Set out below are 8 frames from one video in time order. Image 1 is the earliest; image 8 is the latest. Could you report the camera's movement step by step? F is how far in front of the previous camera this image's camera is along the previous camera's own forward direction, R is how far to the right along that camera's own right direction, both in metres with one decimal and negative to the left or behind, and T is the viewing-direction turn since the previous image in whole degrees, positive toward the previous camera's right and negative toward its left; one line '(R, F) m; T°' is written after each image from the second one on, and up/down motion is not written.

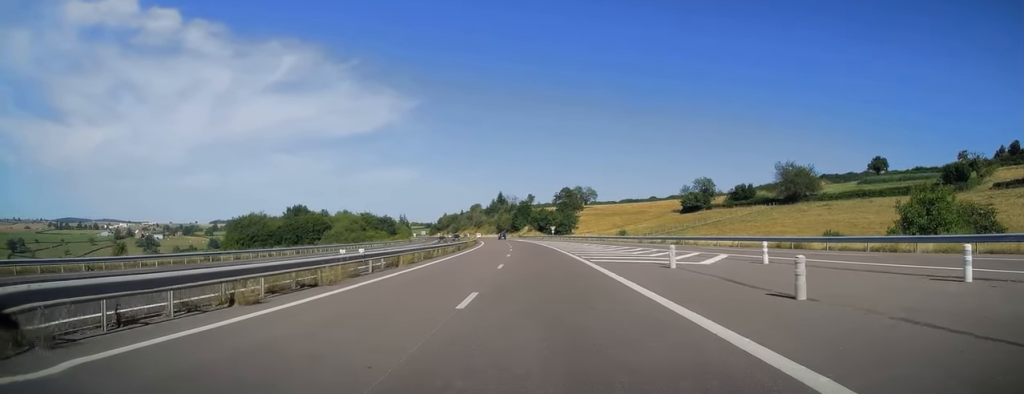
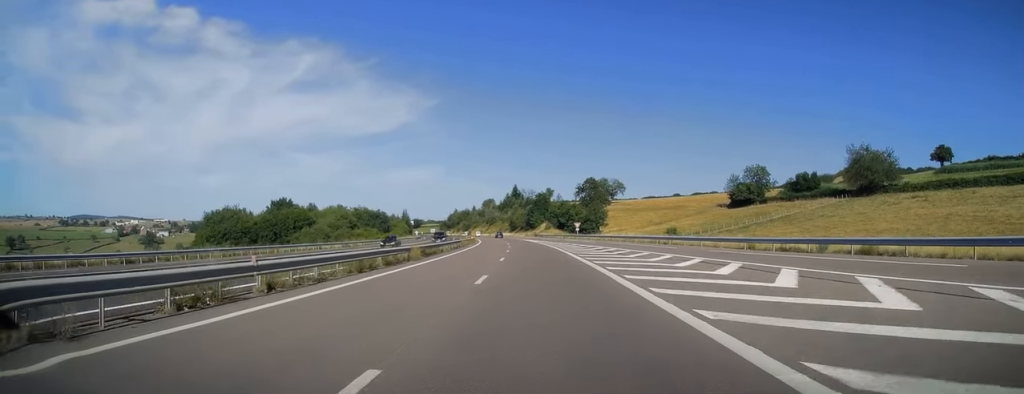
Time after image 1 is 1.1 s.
(-0.2, +34.2) m; -2°
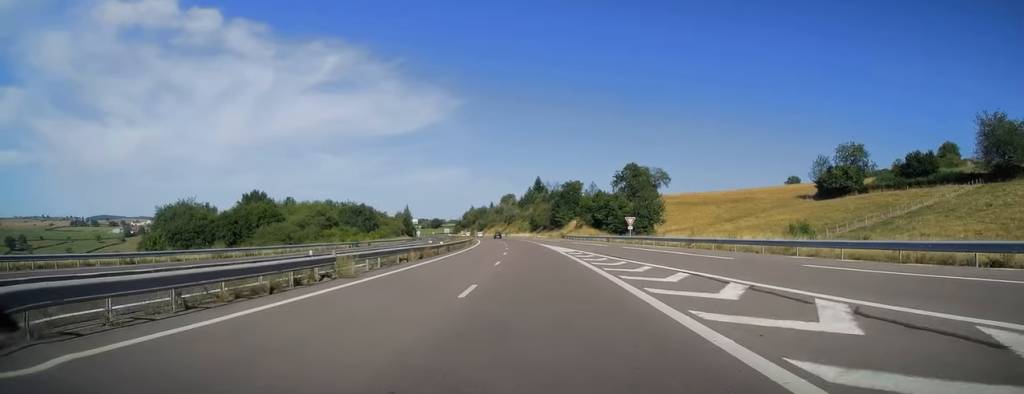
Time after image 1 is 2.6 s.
(-1.5, +41.9) m; -3°
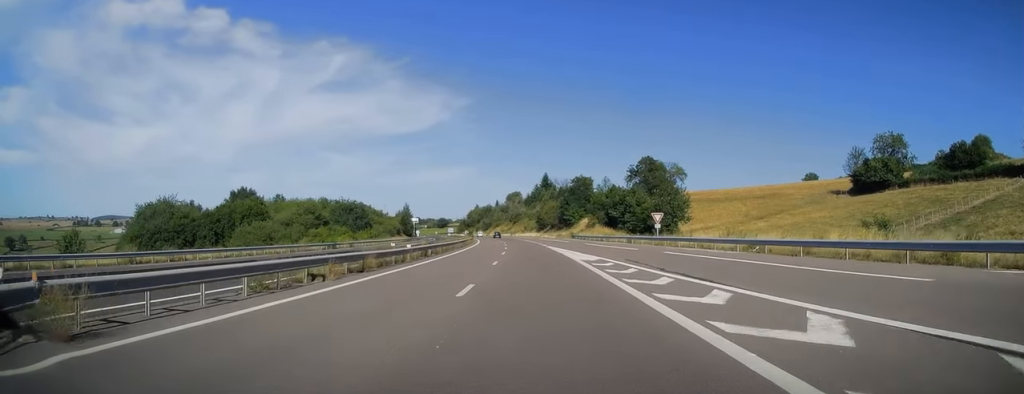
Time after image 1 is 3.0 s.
(-0.1, +12.8) m; 0°
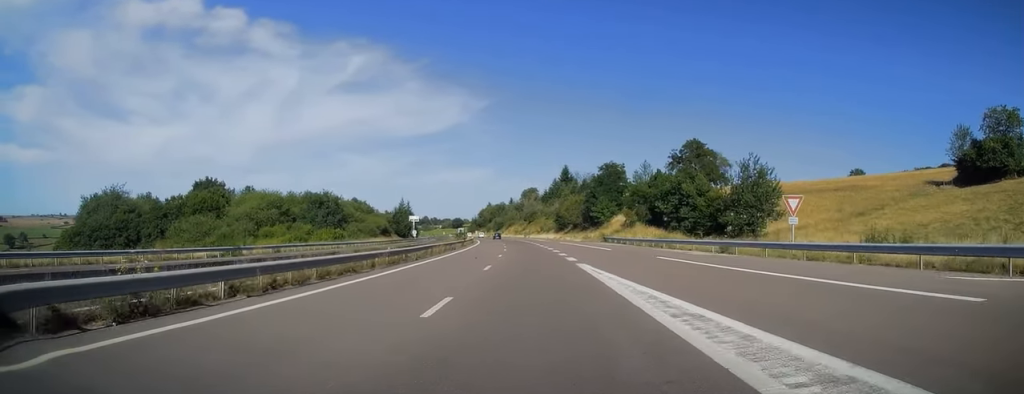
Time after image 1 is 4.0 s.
(-0.1, +29.1) m; -2°
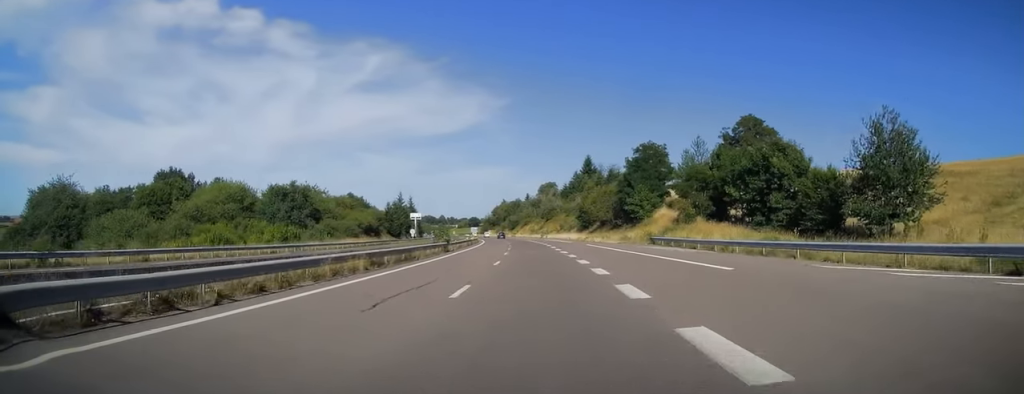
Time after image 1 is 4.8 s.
(-0.6, +23.1) m; -2°
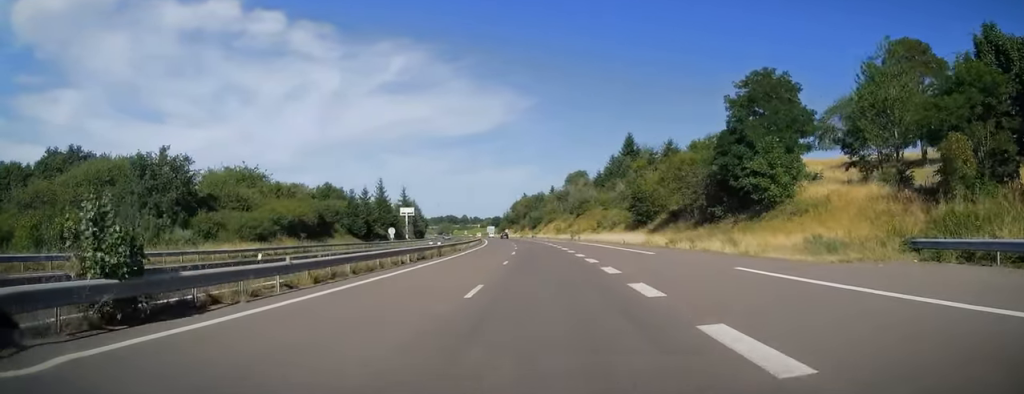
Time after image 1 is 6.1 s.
(-0.8, +38.9) m; -2°
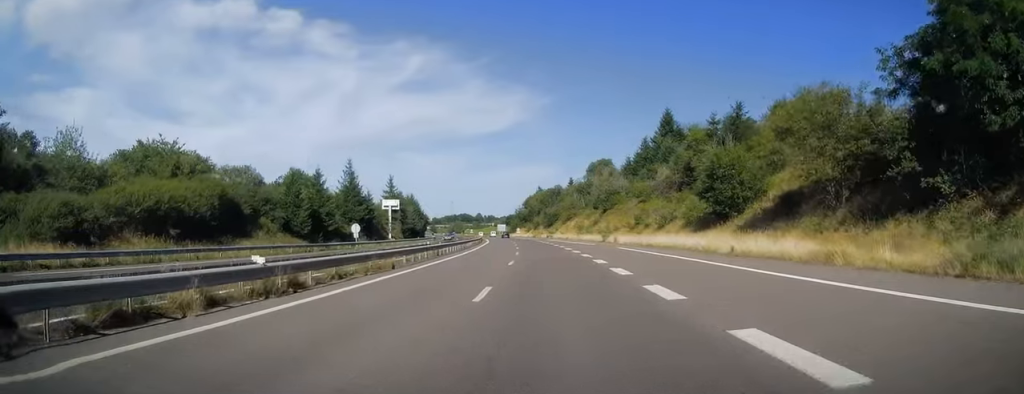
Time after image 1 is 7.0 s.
(0.0, +26.6) m; -2°
